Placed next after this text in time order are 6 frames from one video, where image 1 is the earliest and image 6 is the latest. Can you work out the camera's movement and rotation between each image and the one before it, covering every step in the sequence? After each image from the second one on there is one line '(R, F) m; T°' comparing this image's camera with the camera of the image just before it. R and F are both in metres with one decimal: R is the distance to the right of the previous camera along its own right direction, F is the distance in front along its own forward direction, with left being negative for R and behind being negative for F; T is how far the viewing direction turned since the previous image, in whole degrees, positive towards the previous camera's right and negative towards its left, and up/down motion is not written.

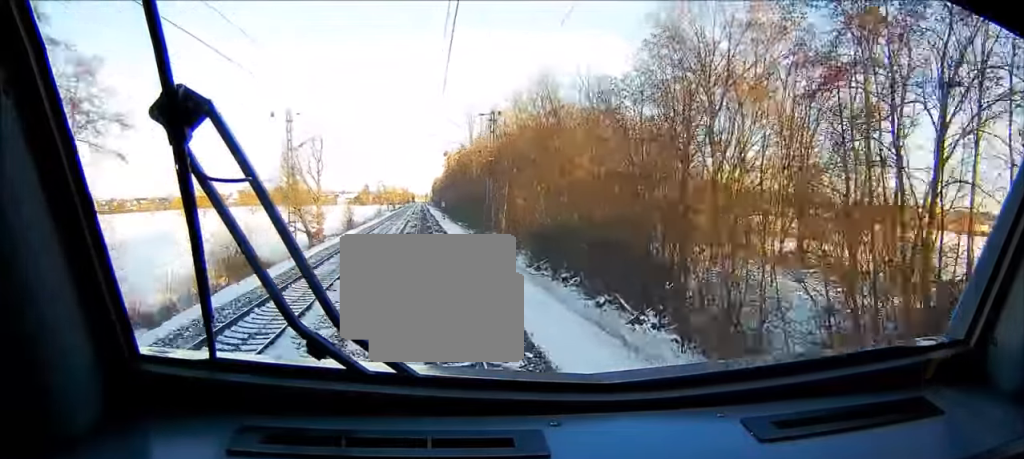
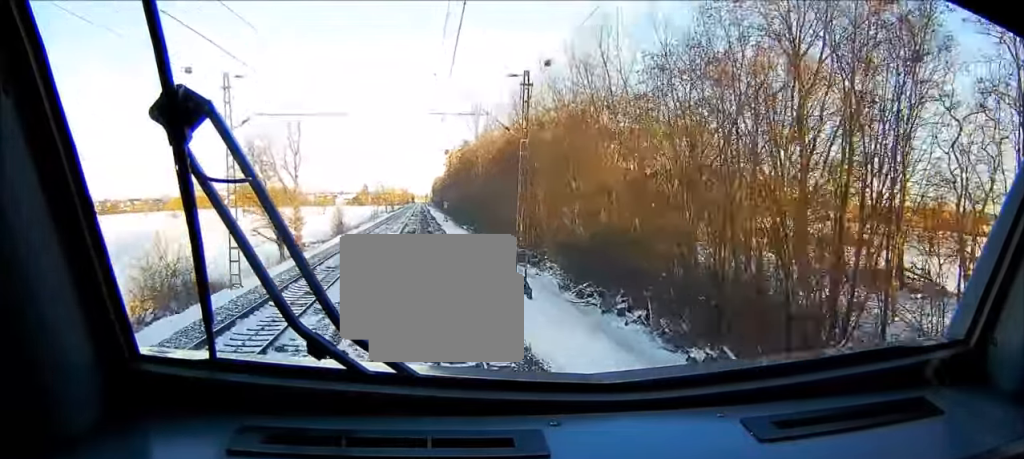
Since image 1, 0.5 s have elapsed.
(0.0, +12.9) m; 0°
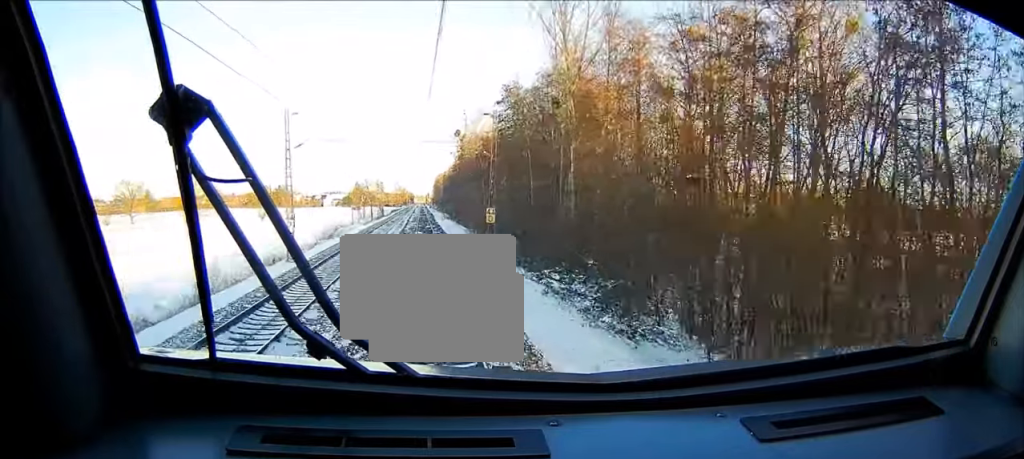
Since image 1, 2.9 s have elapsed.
(-0.1, +67.1) m; 0°
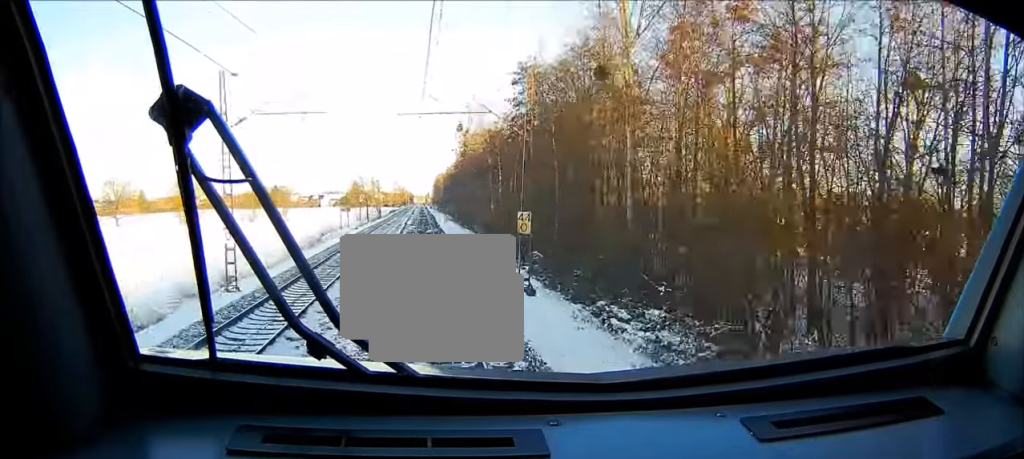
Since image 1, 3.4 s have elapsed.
(0.0, +12.8) m; 0°
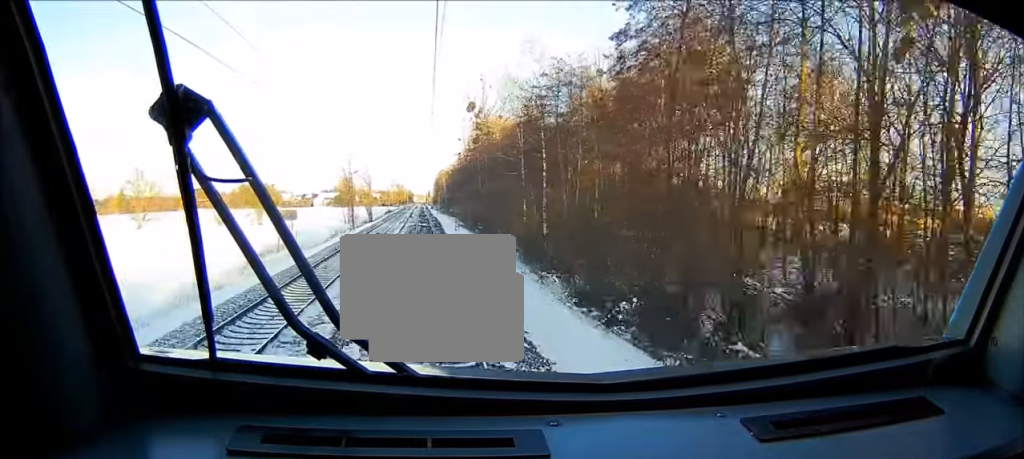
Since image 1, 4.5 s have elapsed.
(0.0, +32.1) m; 0°
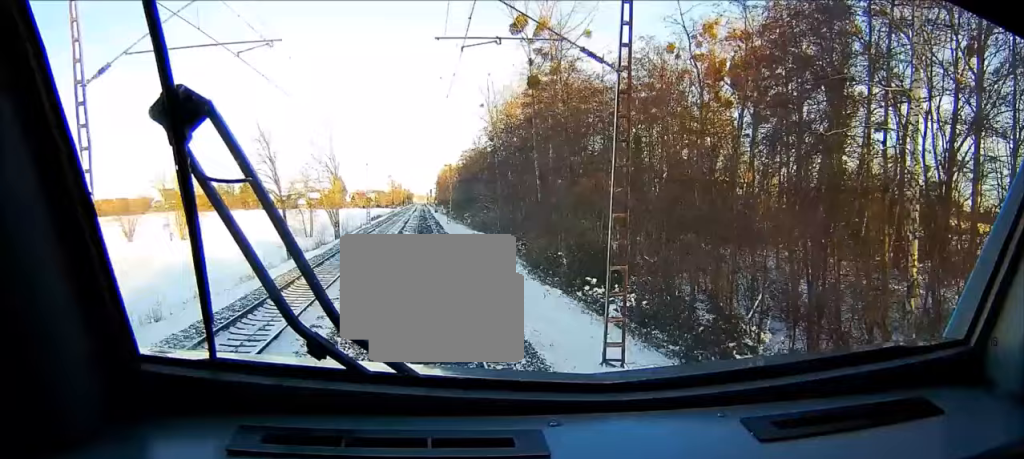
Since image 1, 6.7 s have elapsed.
(0.0, +58.6) m; 0°
